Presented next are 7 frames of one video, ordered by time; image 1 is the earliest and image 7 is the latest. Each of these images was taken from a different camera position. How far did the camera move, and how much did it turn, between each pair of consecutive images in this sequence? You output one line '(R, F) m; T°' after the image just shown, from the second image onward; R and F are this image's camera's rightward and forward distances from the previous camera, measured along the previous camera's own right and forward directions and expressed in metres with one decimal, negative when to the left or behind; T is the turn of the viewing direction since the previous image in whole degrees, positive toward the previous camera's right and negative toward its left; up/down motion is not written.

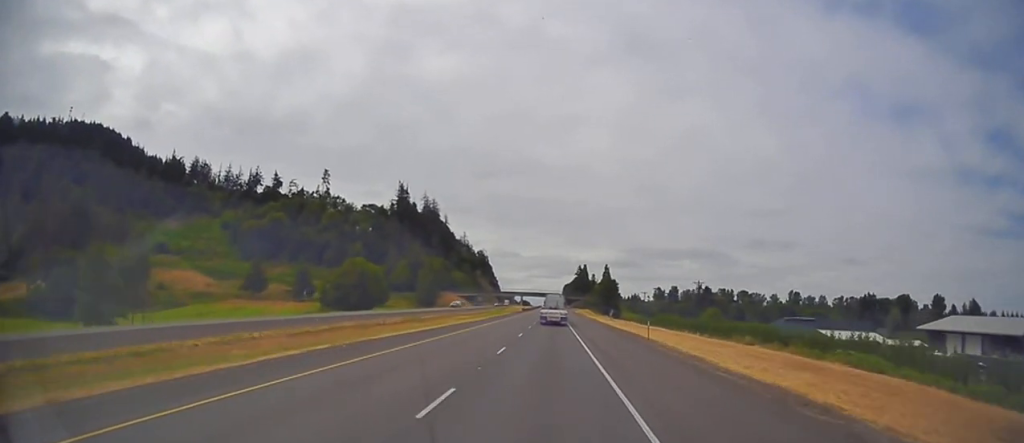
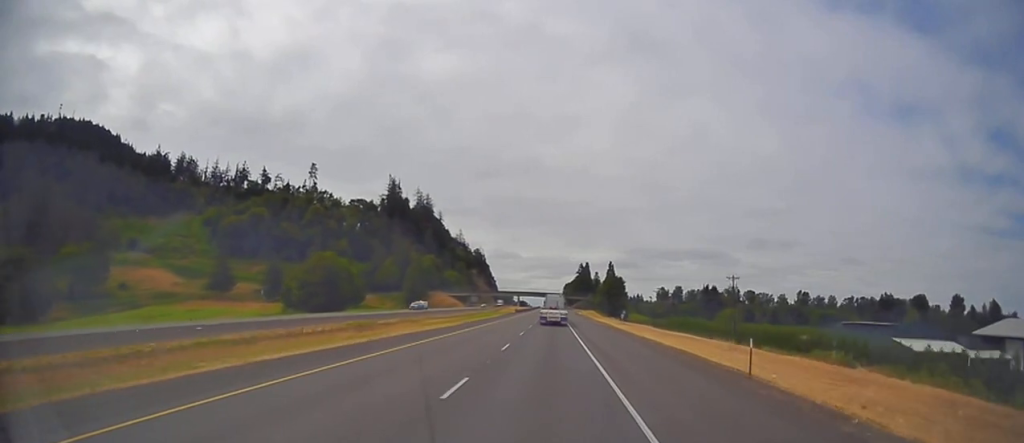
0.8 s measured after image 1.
(-0.3, +22.4) m; -1°
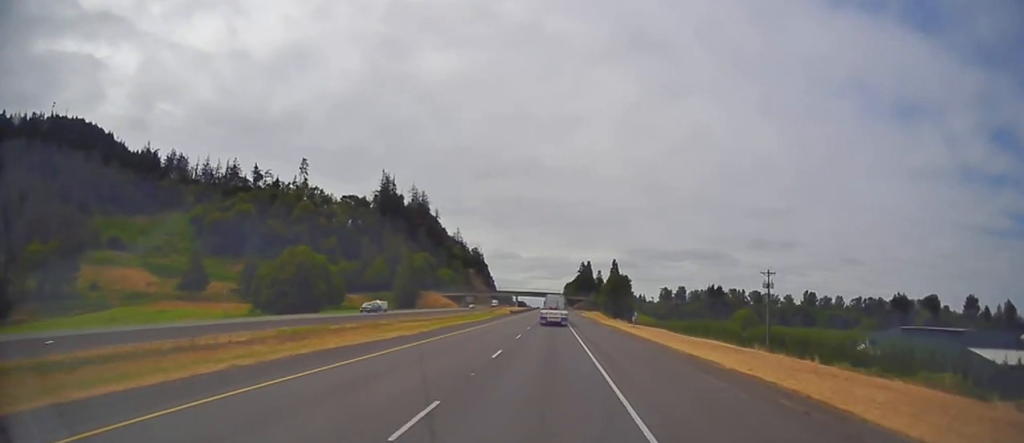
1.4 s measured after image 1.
(-0.1, +15.2) m; 0°
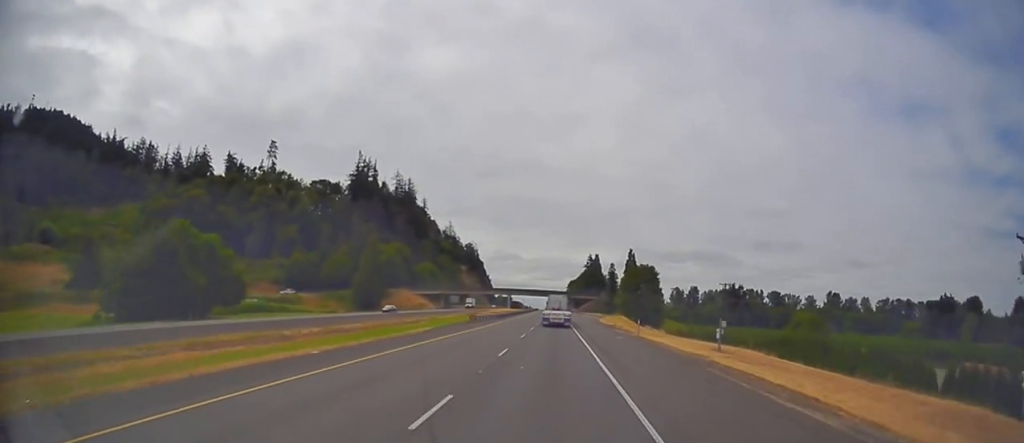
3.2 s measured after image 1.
(+1.0, +48.1) m; +1°
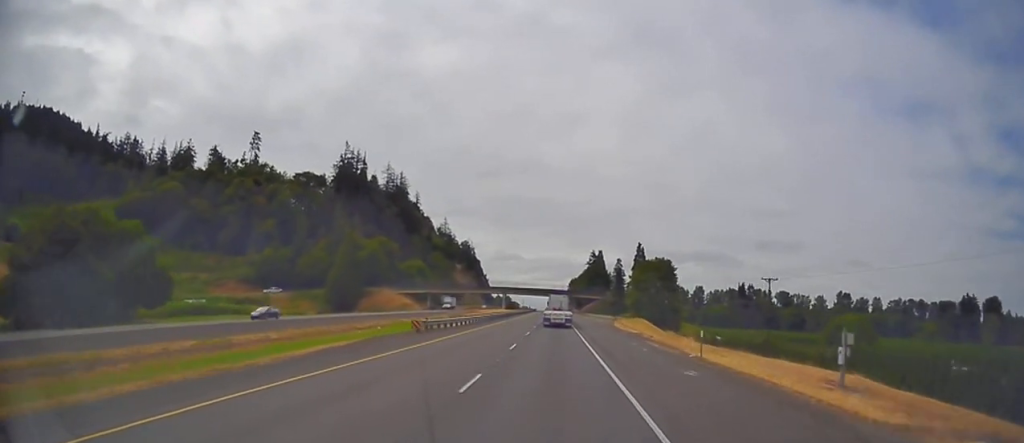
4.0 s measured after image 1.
(-0.5, +21.2) m; 0°
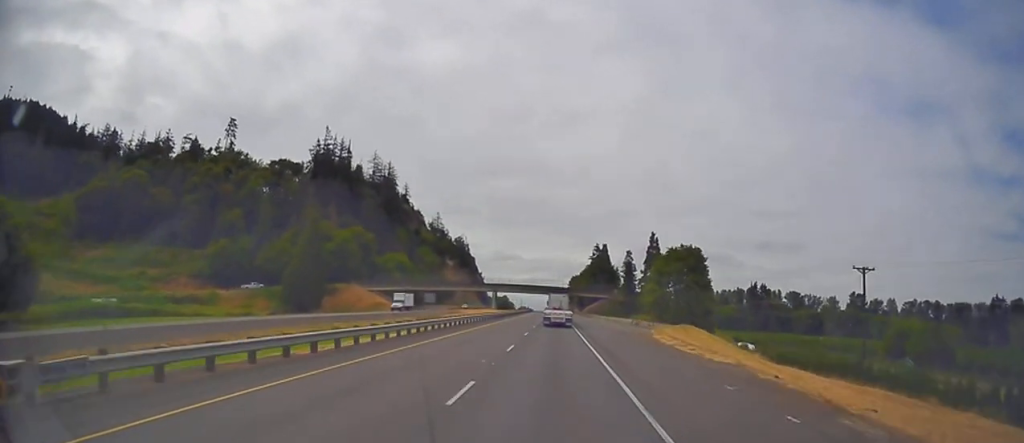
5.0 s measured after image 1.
(+0.3, +25.6) m; +1°
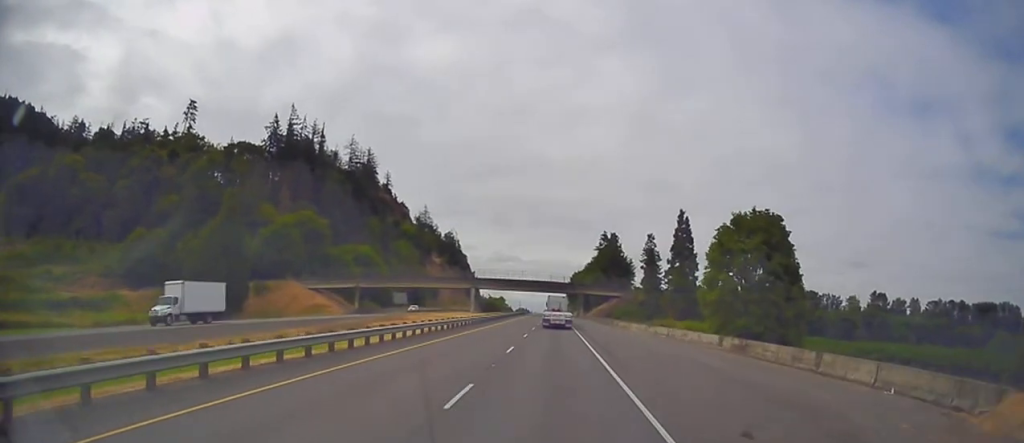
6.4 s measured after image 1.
(0.0, +36.9) m; -1°
